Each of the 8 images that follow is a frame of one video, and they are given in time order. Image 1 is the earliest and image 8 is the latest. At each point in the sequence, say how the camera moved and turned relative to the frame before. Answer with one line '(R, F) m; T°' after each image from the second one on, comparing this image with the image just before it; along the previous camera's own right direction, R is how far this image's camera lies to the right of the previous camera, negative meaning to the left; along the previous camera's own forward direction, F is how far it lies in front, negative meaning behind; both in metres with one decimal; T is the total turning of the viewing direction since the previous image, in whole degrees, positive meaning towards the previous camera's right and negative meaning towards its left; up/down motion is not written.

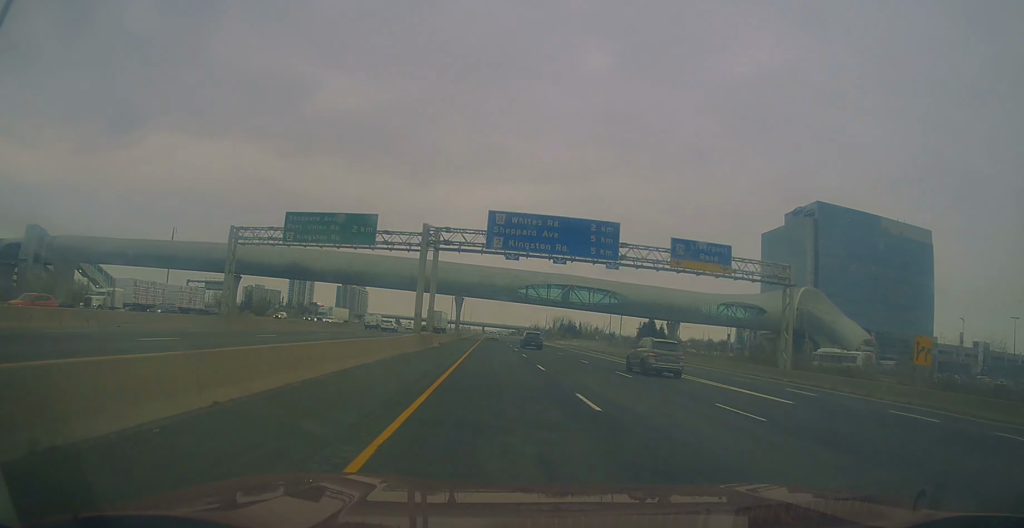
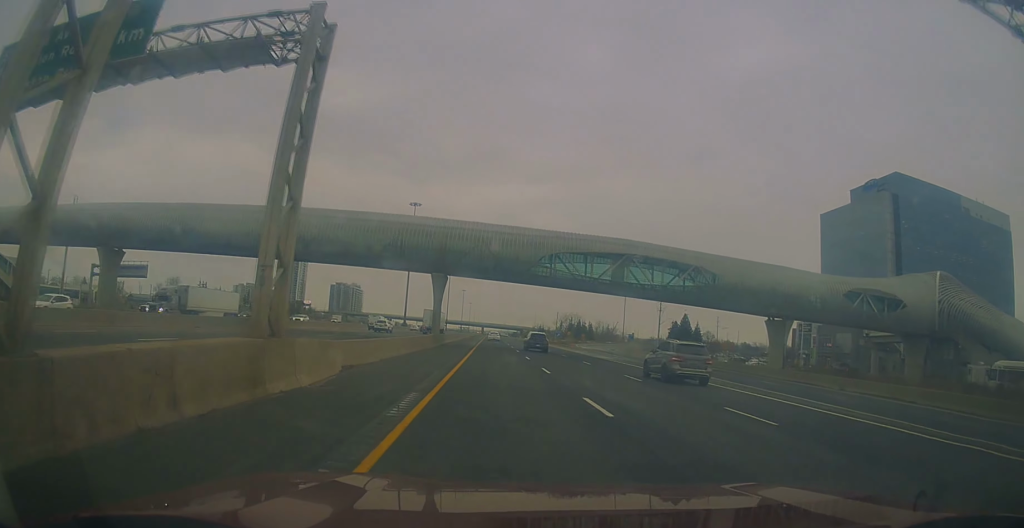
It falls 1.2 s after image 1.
(-0.7, +36.4) m; 0°
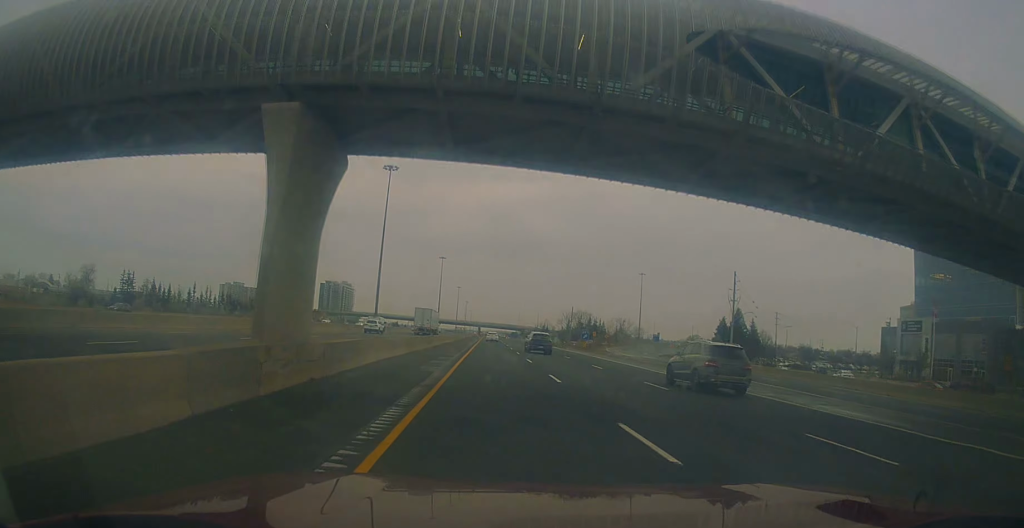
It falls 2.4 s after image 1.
(+0.9, +39.5) m; 0°
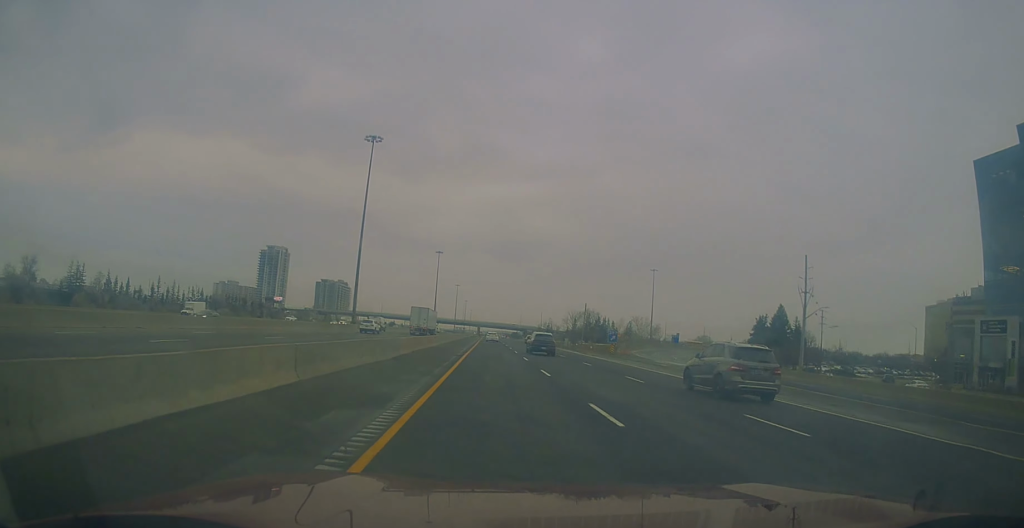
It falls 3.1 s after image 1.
(-0.6, +20.9) m; 0°
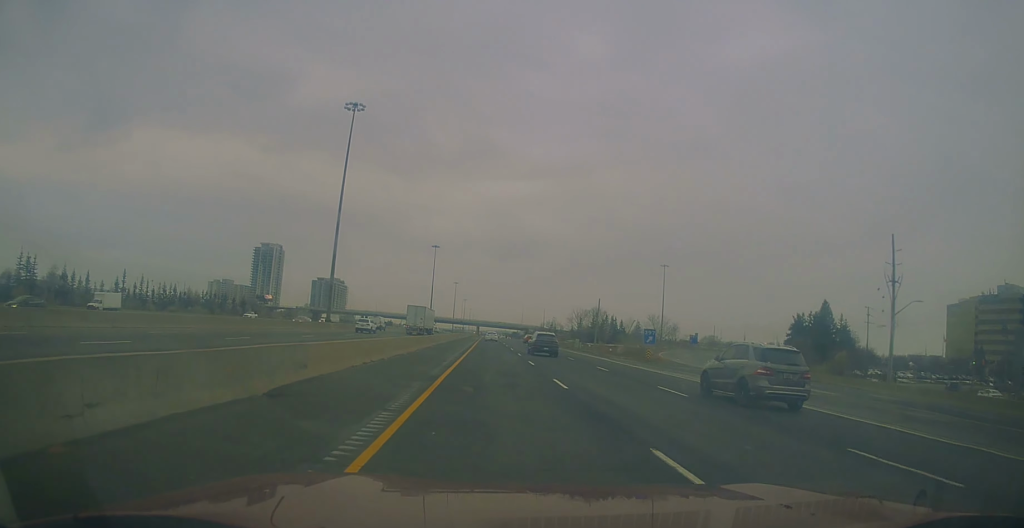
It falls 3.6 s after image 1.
(+0.3, +16.8) m; 0°
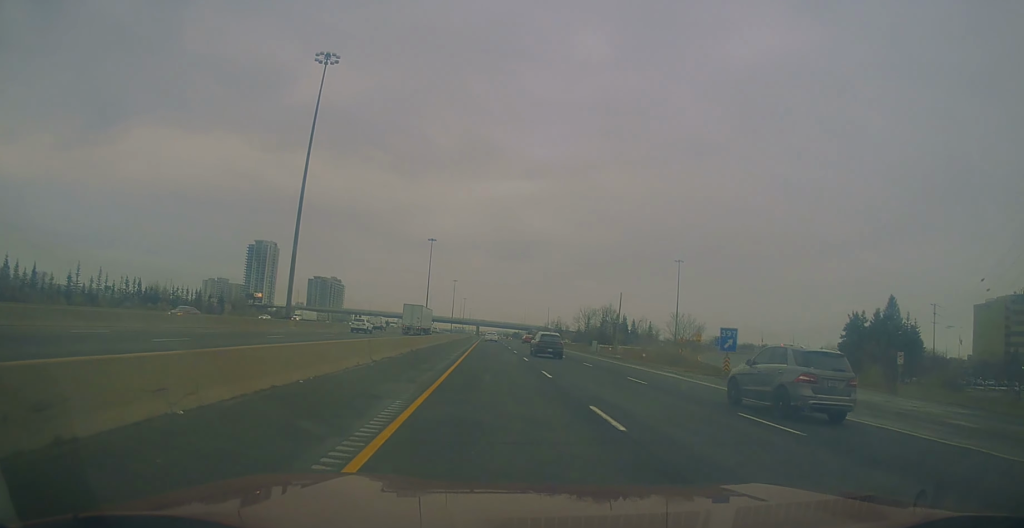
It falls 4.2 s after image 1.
(+0.5, +18.9) m; 0°
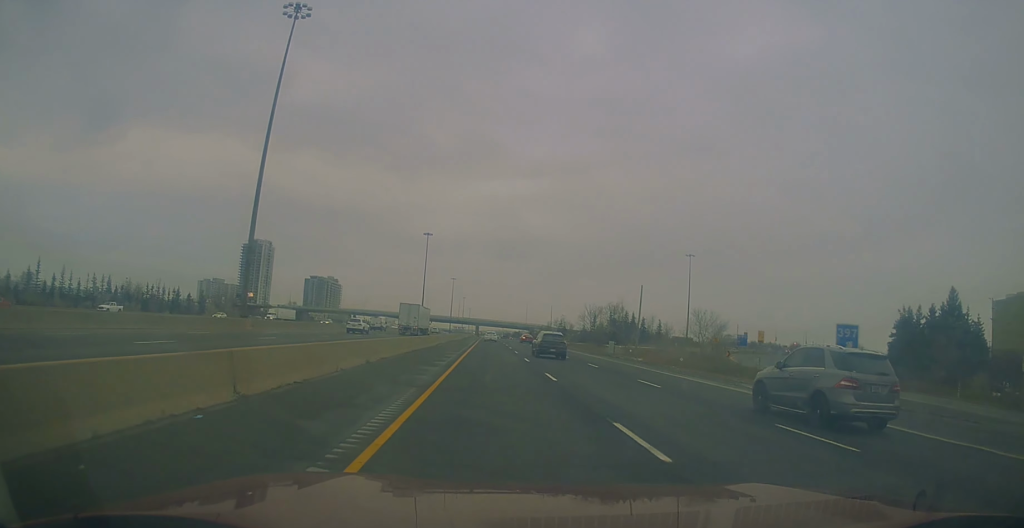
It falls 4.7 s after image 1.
(-0.4, +13.8) m; 0°
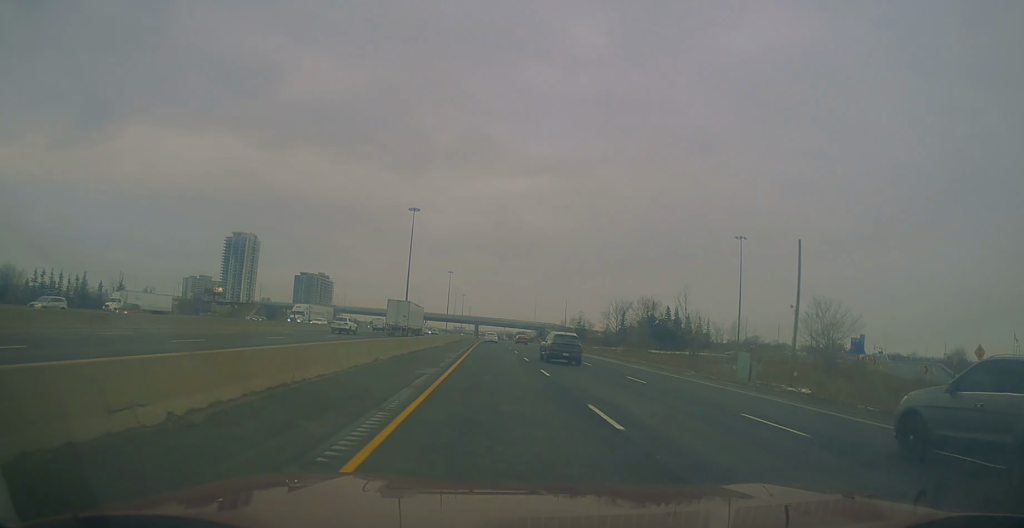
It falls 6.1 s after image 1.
(-0.2, +45.6) m; 0°
